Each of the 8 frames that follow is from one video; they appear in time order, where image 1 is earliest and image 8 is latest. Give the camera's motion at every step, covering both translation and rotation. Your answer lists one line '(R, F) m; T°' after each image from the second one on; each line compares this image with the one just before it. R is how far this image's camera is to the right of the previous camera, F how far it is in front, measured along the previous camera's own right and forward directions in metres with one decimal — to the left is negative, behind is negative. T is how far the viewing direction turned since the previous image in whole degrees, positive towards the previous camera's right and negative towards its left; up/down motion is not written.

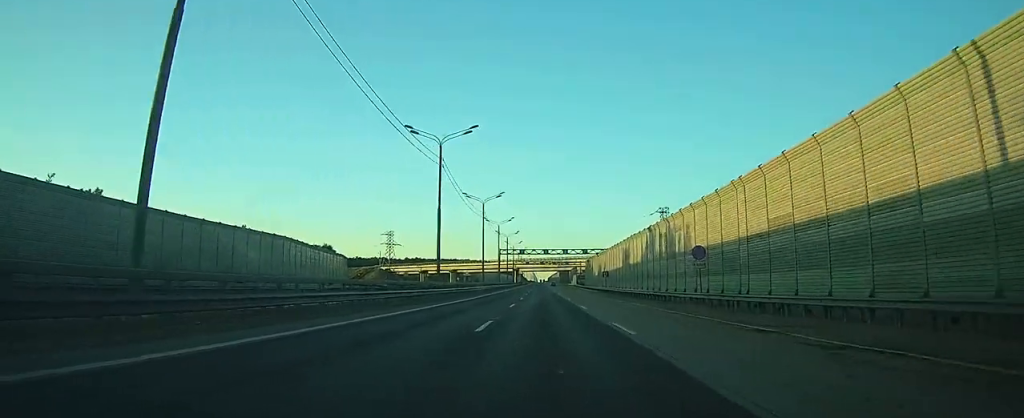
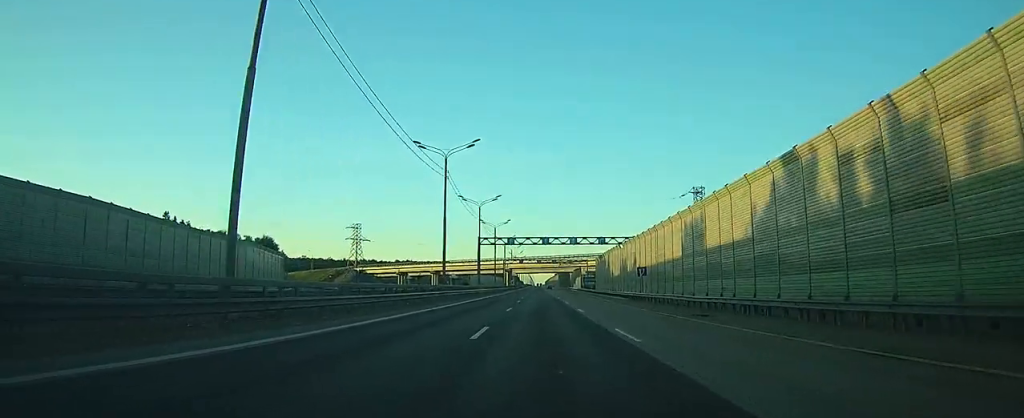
(0.0, +33.2) m; 0°
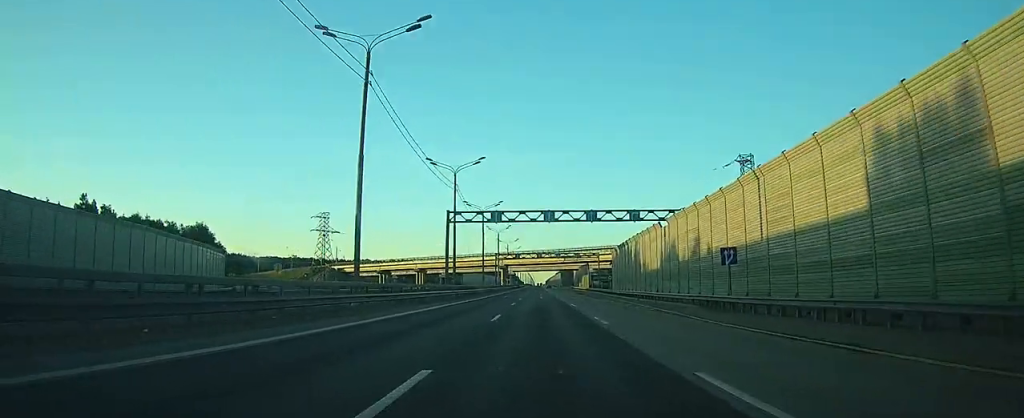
(-0.1, +25.6) m; 0°
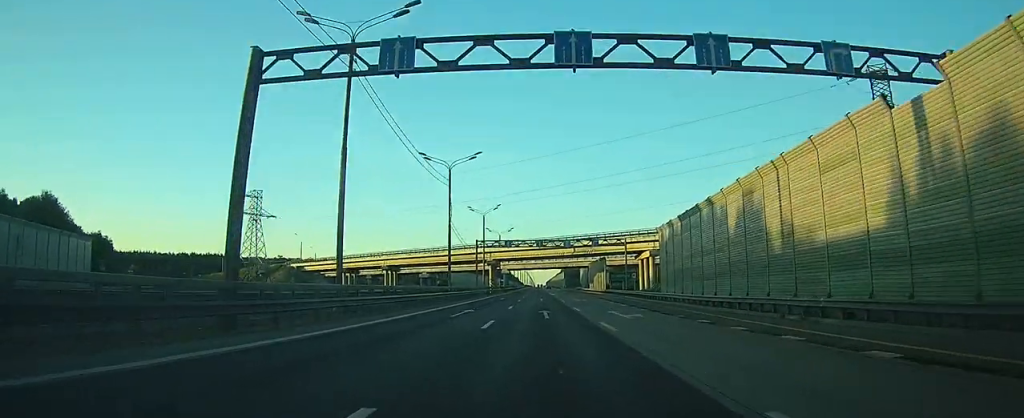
(-0.1, +35.1) m; 0°
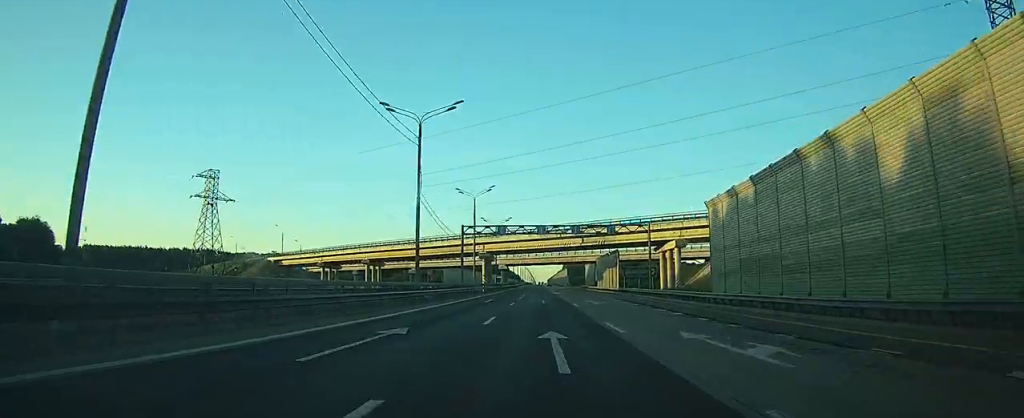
(+0.1, +15.9) m; 0°
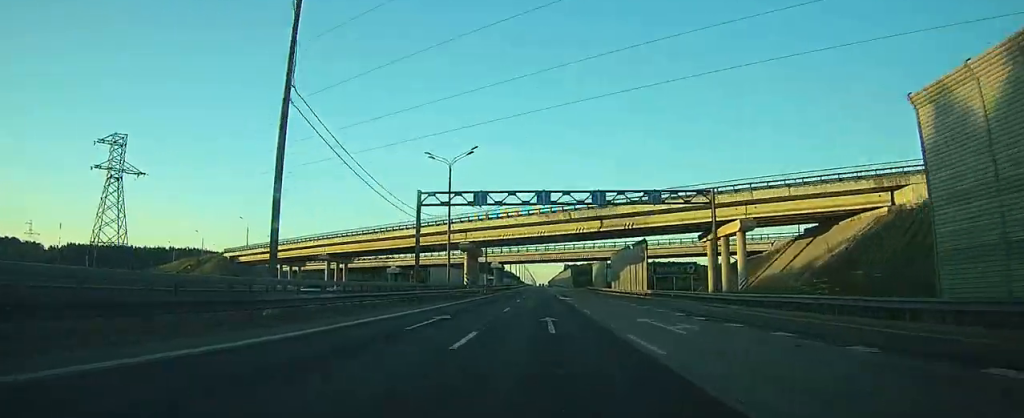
(+0.1, +23.3) m; 0°
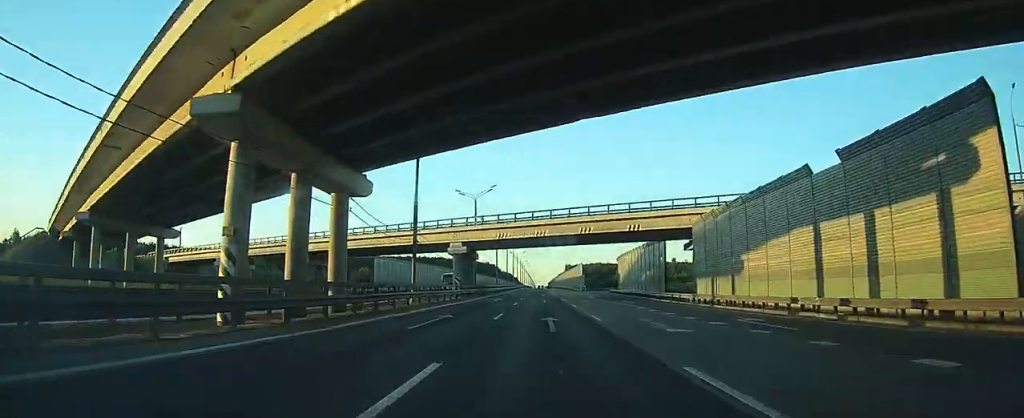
(0.0, +54.2) m; -1°
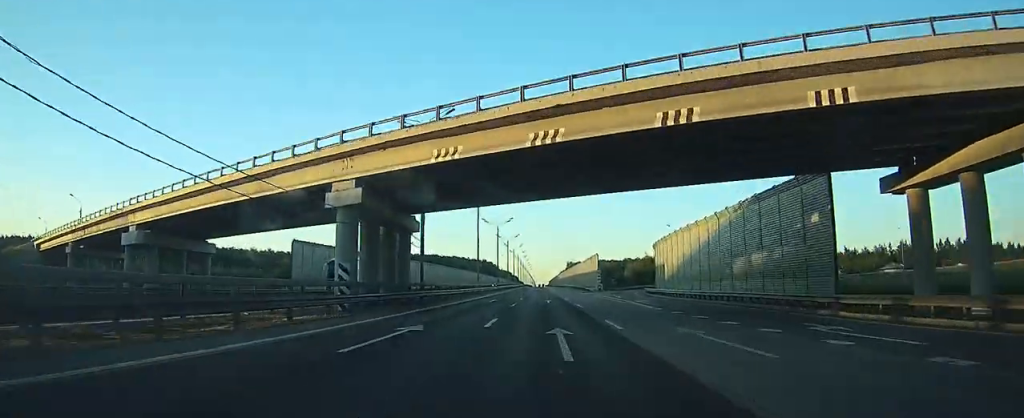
(-0.4, +35.9) m; -1°
